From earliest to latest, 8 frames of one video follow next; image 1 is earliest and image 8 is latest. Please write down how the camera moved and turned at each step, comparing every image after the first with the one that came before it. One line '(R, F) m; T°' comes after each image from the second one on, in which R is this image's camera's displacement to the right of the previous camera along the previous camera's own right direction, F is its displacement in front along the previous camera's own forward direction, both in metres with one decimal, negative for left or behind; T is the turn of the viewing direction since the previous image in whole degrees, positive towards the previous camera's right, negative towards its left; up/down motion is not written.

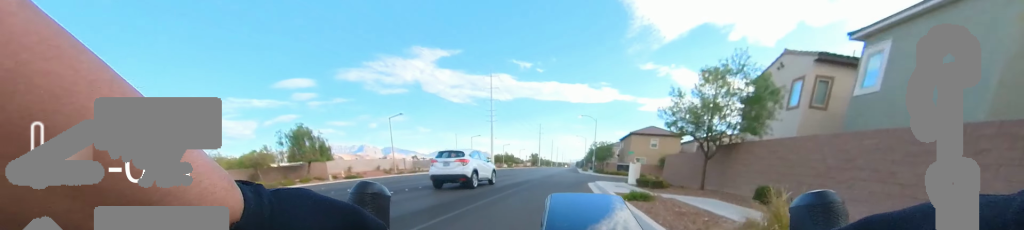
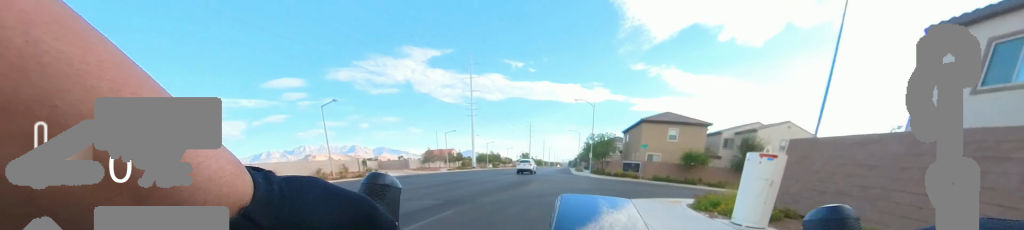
(0.0, +12.4) m; 0°
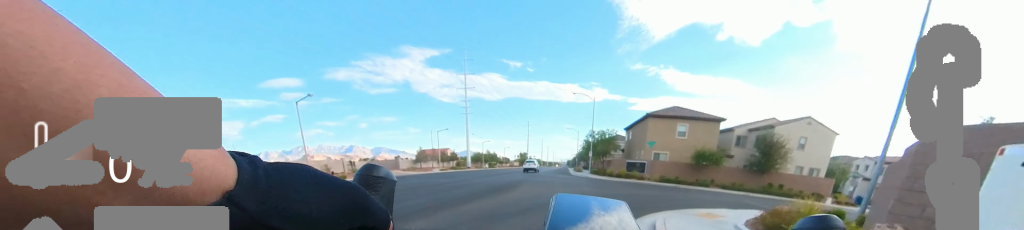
(0.0, +3.4) m; 0°
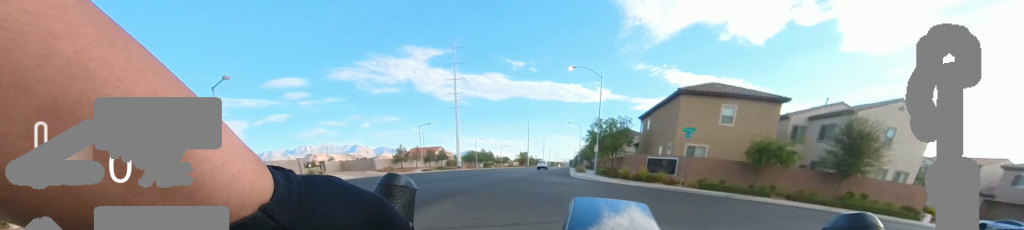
(0.0, +8.9) m; 0°
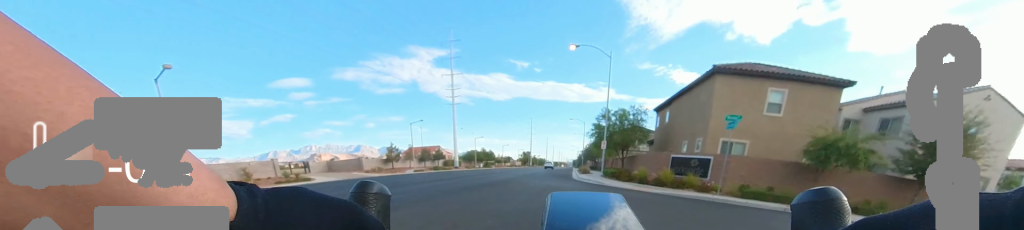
(0.0, +4.7) m; 0°
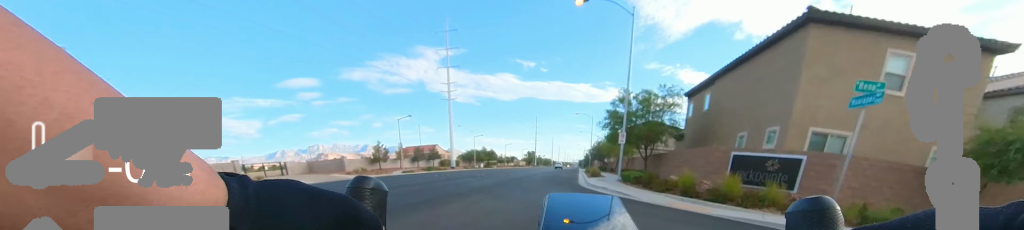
(0.0, +6.2) m; 0°
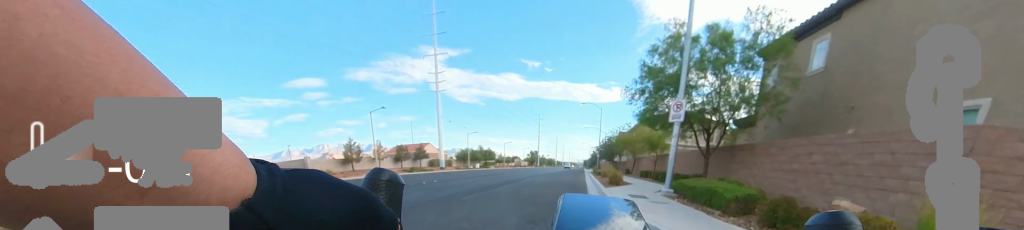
(0.0, +8.7) m; 0°
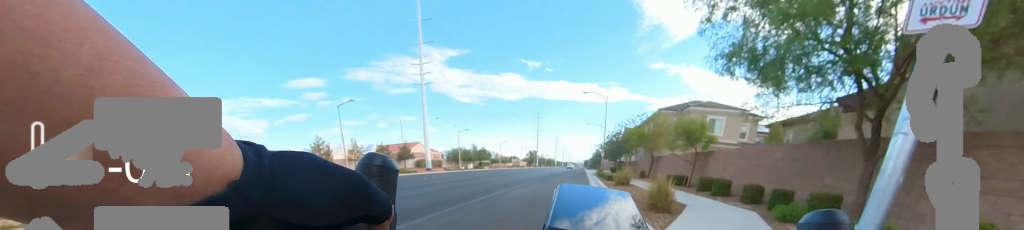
(0.0, +6.6) m; +6°
